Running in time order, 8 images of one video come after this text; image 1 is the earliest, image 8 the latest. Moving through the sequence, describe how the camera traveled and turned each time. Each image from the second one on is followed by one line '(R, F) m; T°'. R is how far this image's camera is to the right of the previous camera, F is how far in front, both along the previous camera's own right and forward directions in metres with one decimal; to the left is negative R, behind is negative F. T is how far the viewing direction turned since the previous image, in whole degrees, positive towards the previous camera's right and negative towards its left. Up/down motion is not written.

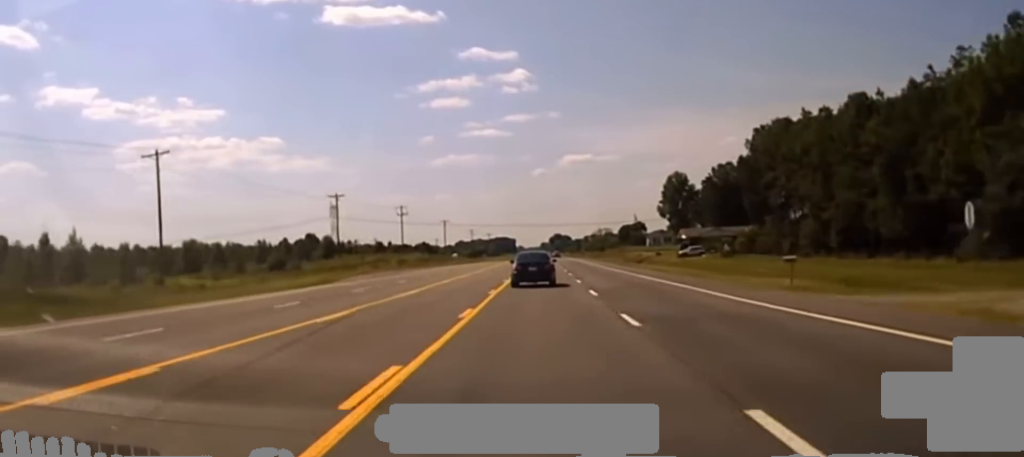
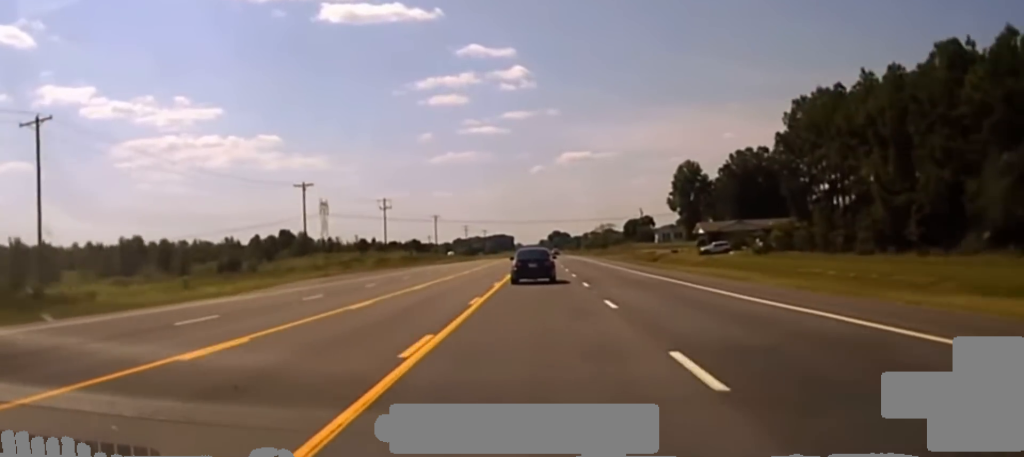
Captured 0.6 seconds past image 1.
(+0.2, +24.0) m; 0°
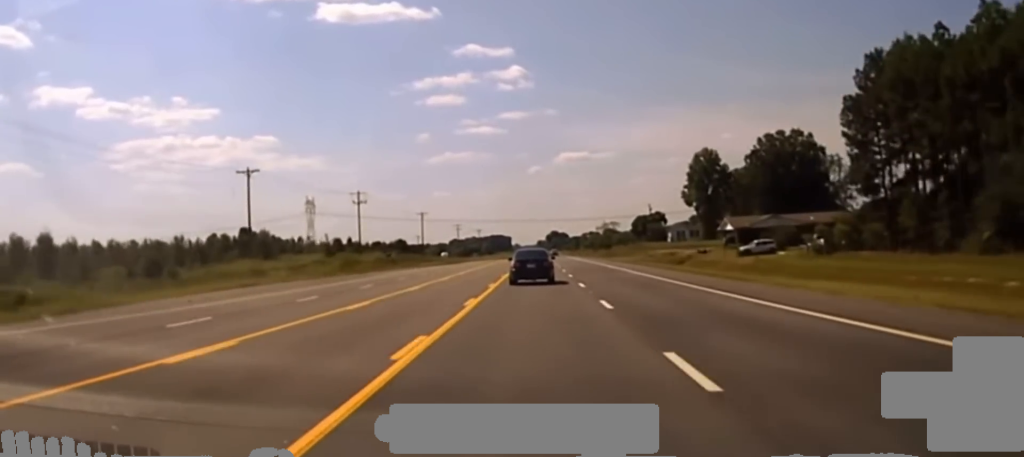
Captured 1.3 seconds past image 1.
(0.0, +27.6) m; 0°
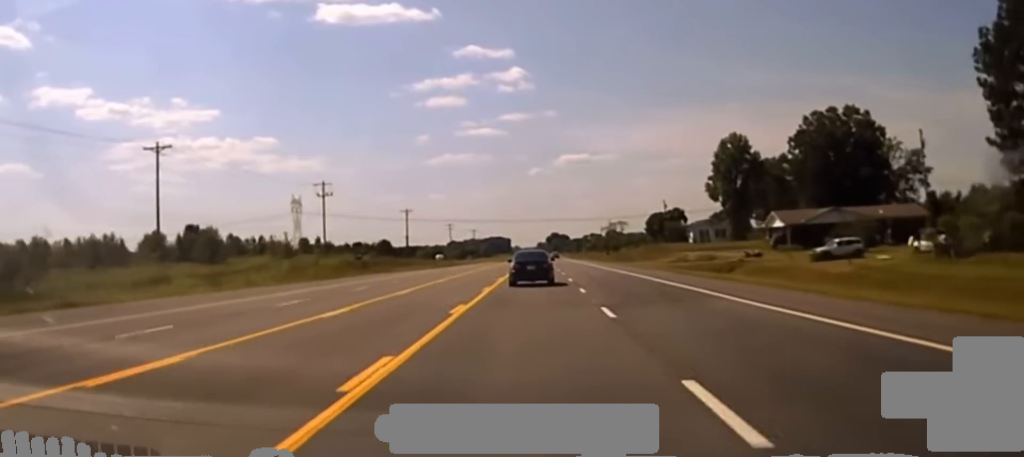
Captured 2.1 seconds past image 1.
(0.0, +28.4) m; 0°
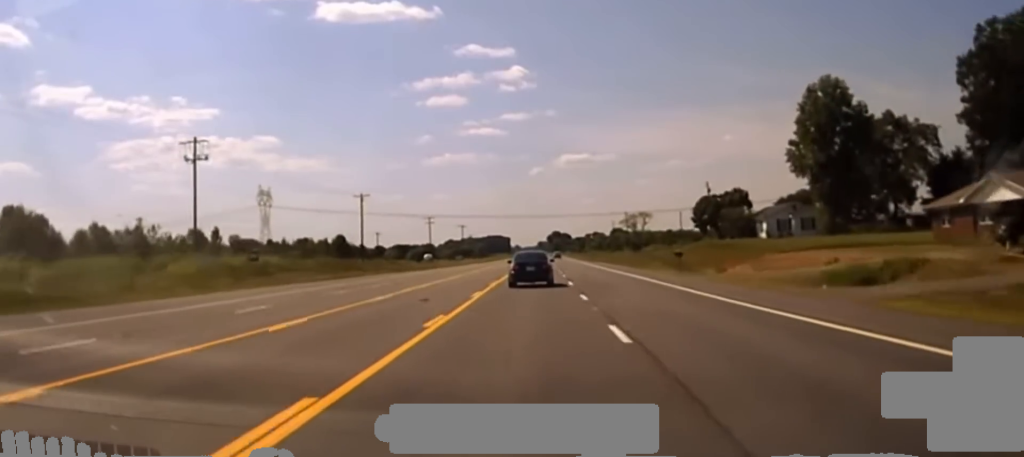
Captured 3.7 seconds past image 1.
(0.0, +51.7) m; 0°
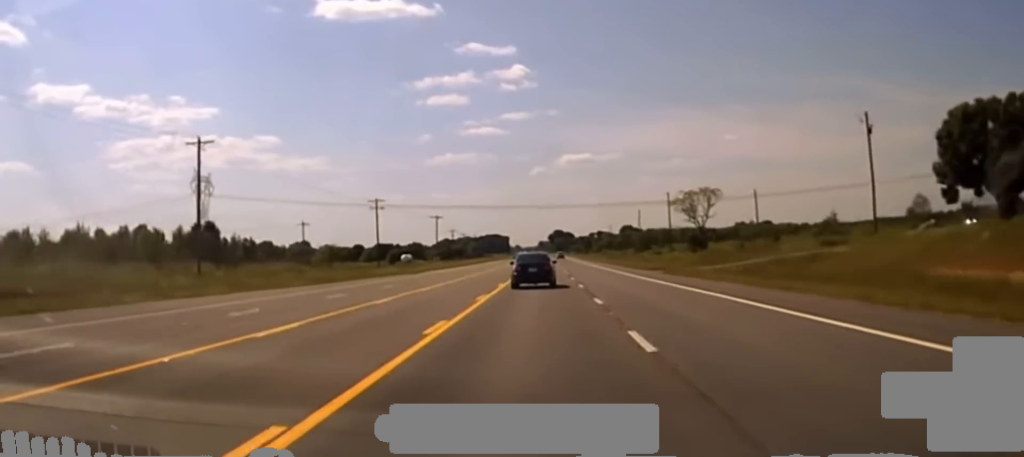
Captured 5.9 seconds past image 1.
(0.0, +67.4) m; 0°
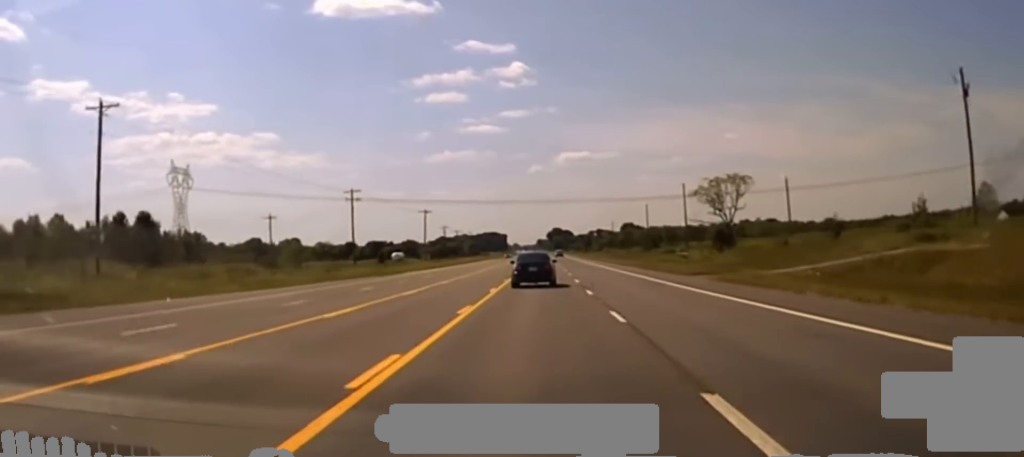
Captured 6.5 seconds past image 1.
(0.0, +19.4) m; 0°
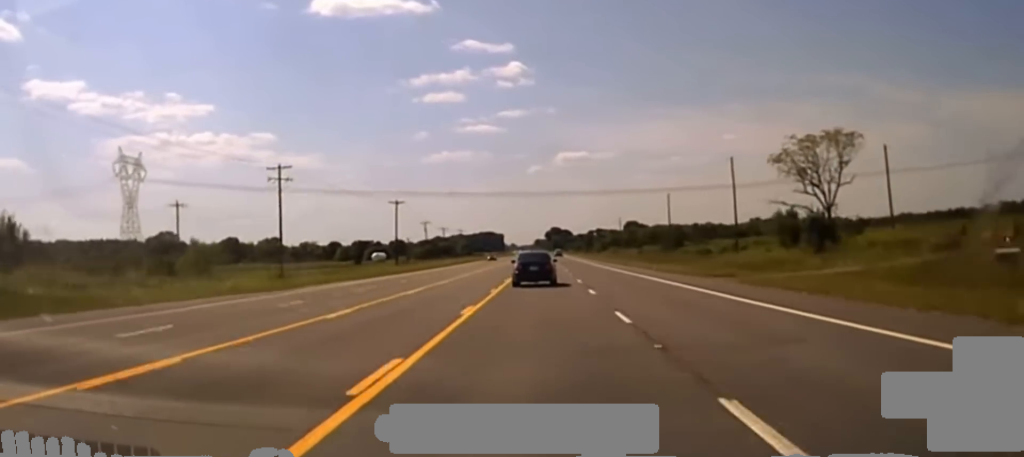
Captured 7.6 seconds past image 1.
(0.0, +41.2) m; 0°
